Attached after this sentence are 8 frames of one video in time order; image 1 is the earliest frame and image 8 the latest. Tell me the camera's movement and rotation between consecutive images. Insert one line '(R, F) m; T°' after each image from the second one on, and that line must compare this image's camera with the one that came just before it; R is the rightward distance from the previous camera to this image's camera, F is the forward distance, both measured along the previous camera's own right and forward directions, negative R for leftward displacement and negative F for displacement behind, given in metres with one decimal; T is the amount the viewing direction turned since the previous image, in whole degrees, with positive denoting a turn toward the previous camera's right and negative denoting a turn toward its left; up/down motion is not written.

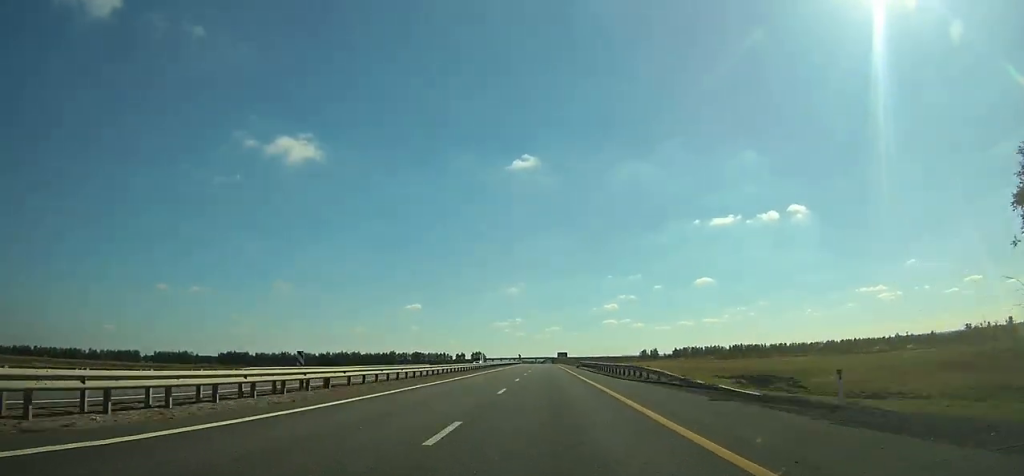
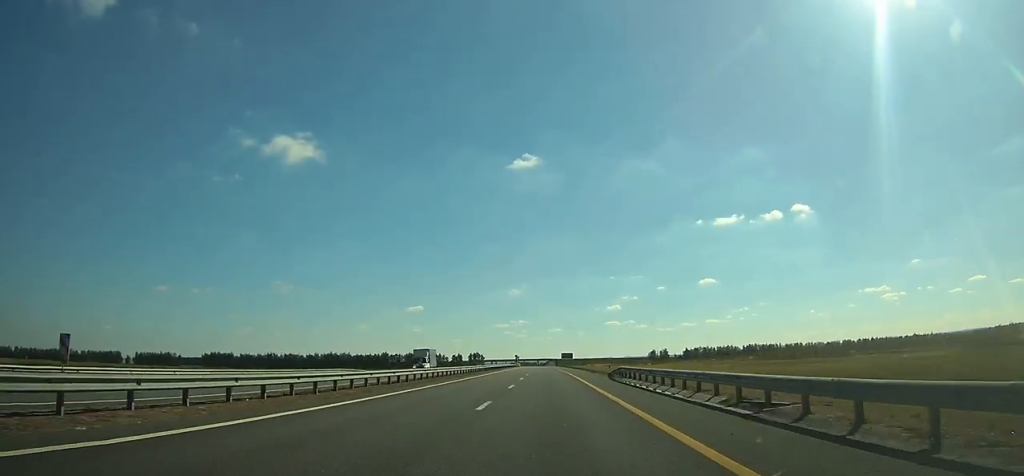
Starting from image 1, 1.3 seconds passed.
(0.0, +42.3) m; 0°
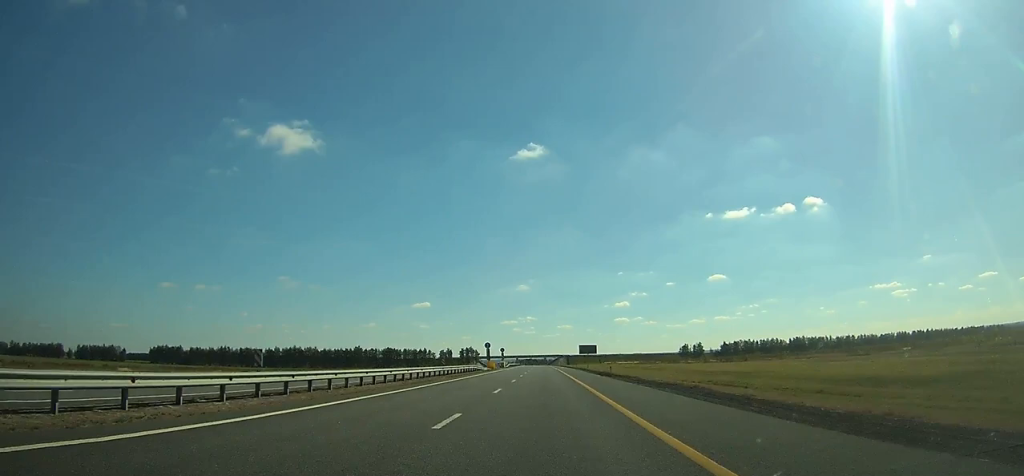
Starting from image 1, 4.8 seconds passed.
(-1.0, +113.0) m; -1°
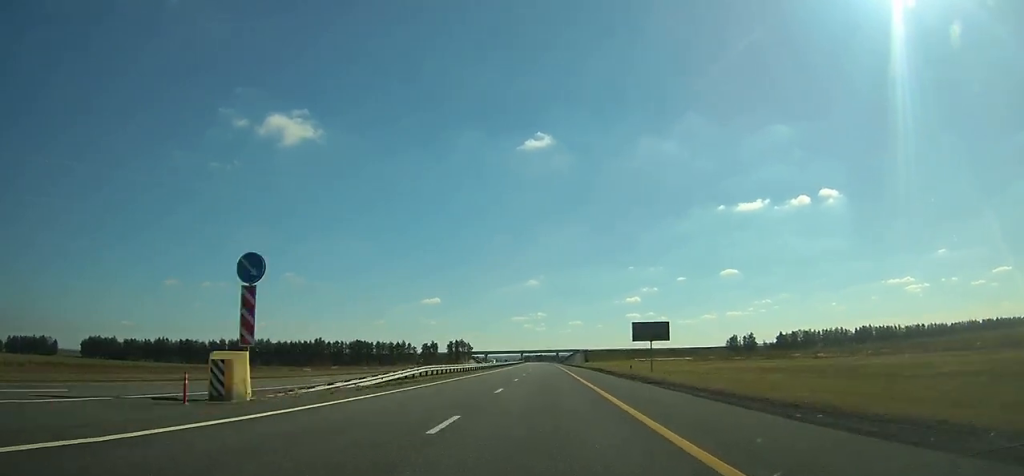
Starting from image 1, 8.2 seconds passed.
(-1.0, +106.5) m; -1°
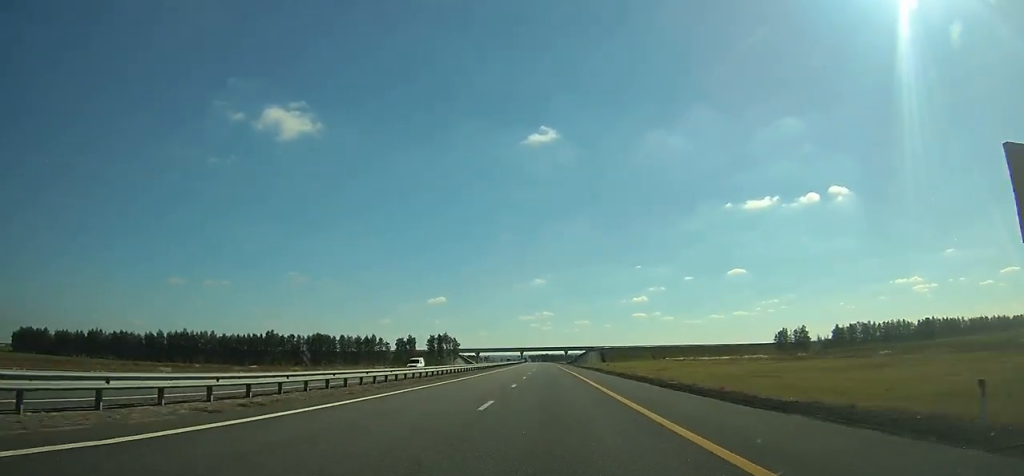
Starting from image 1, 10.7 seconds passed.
(-0.4, +76.7) m; -1°
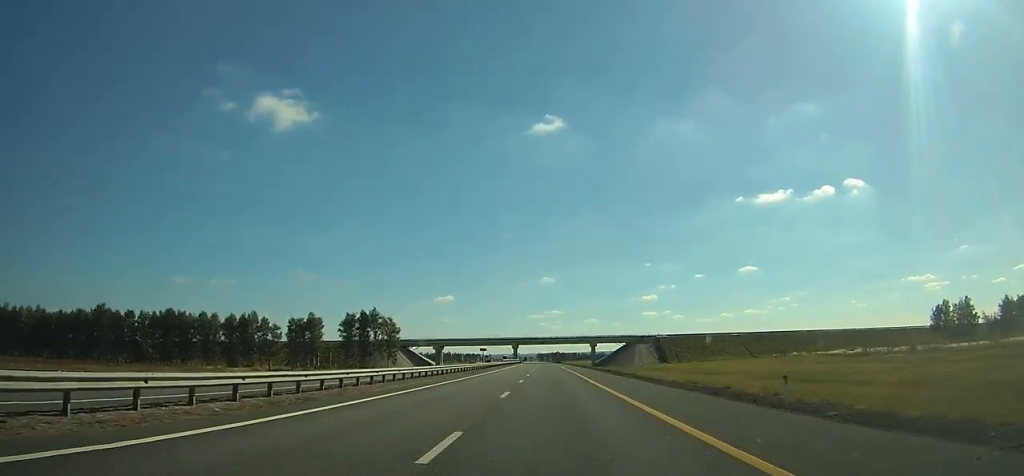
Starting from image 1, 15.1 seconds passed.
(-1.4, +137.9) m; -1°
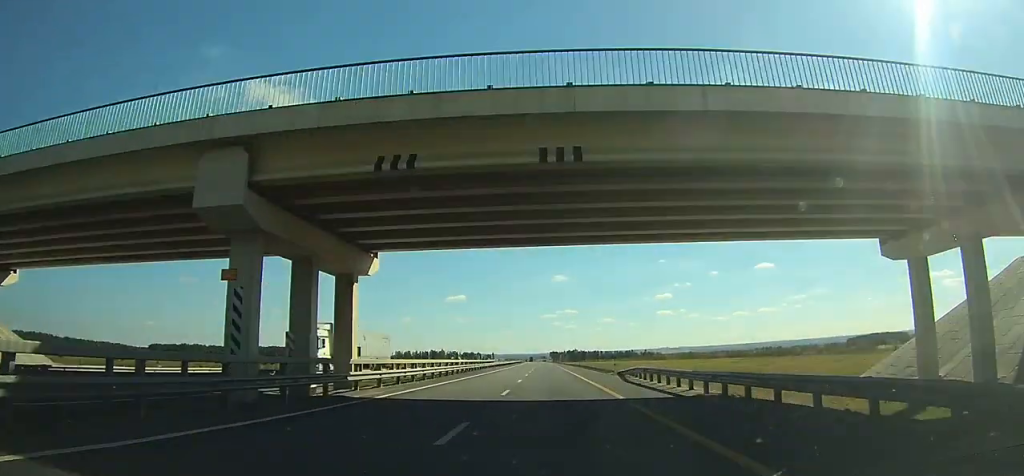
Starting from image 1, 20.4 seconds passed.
(-1.8, +168.5) m; -1°
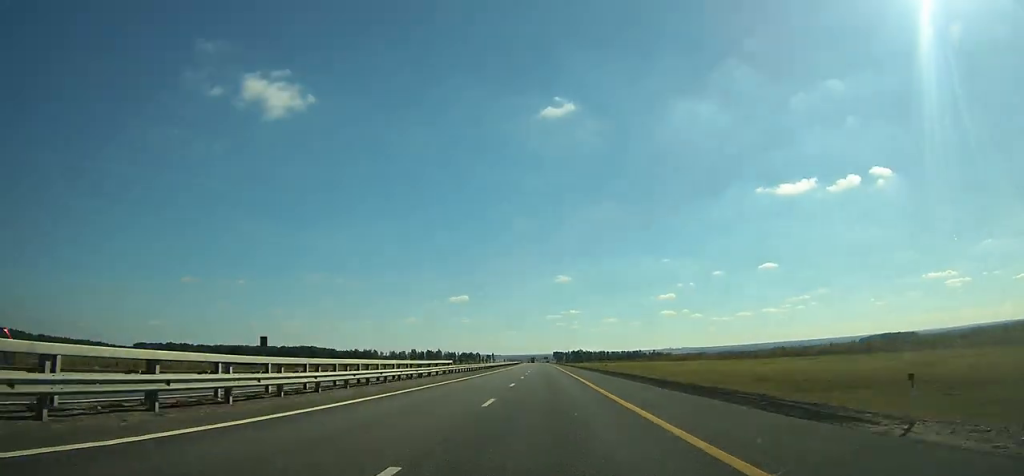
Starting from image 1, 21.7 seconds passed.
(-0.1, +40.6) m; 0°
